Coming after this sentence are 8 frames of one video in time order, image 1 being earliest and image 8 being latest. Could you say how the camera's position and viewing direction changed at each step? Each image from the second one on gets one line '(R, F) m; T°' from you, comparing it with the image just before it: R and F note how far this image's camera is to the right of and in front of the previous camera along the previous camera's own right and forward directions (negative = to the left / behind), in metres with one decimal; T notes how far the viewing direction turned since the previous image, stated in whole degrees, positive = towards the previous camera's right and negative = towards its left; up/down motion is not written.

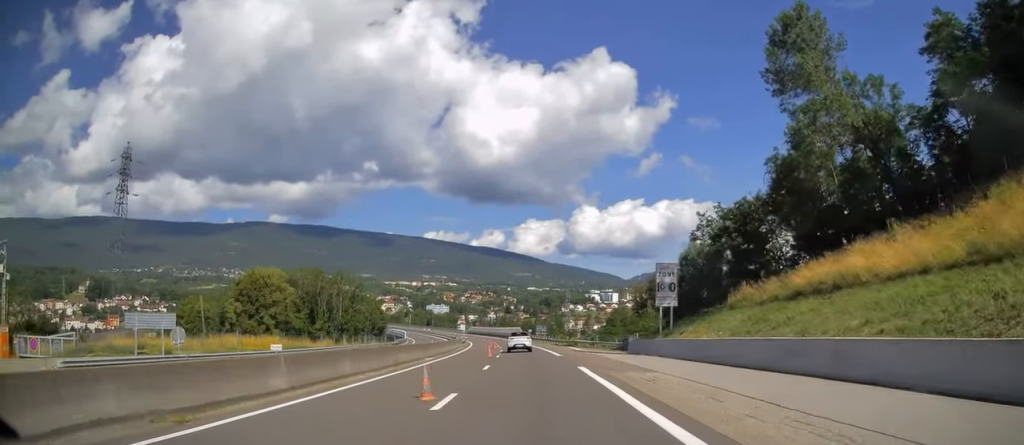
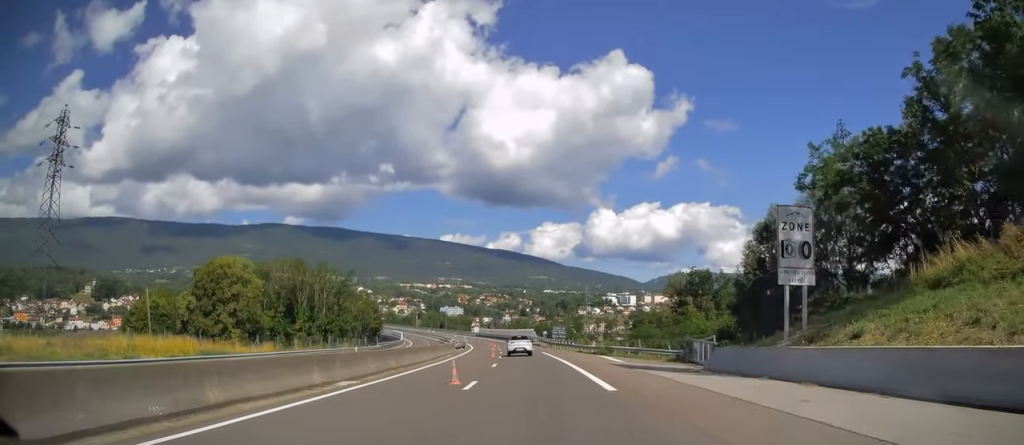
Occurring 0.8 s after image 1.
(-0.3, +20.5) m; -3°
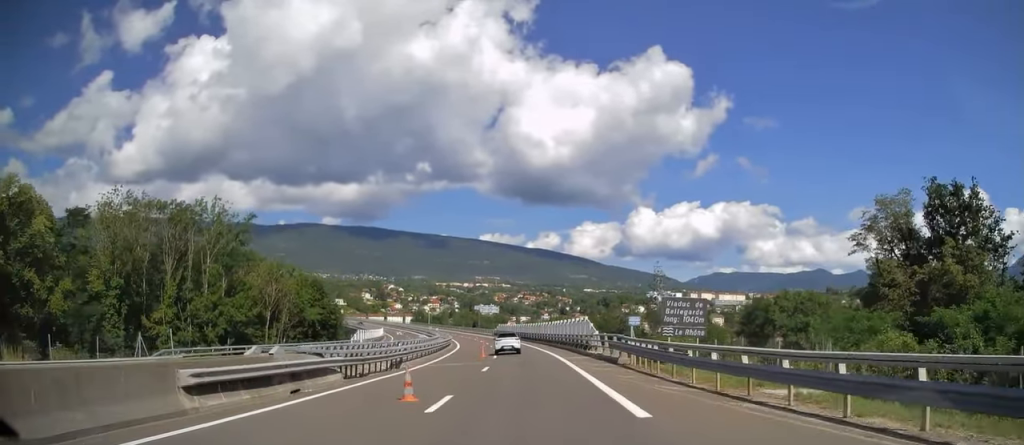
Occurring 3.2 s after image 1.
(-4.5, +56.3) m; -6°
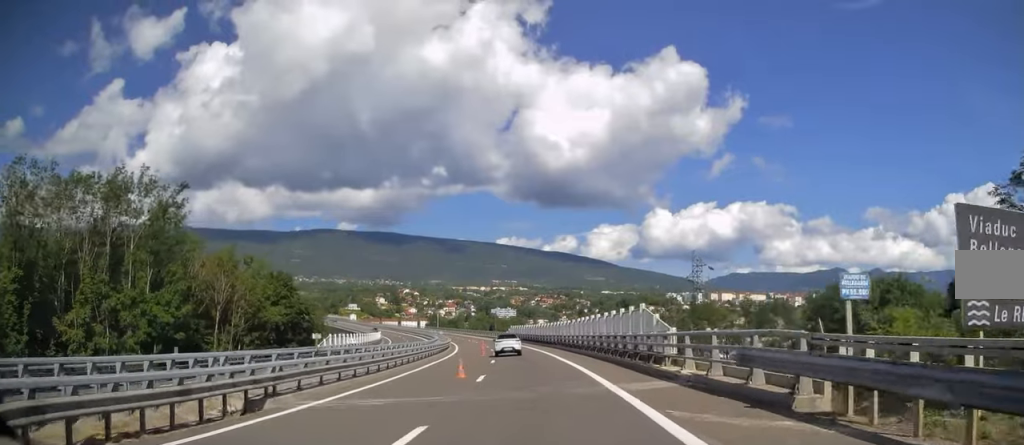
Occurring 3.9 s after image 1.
(0.0, +17.4) m; 0°
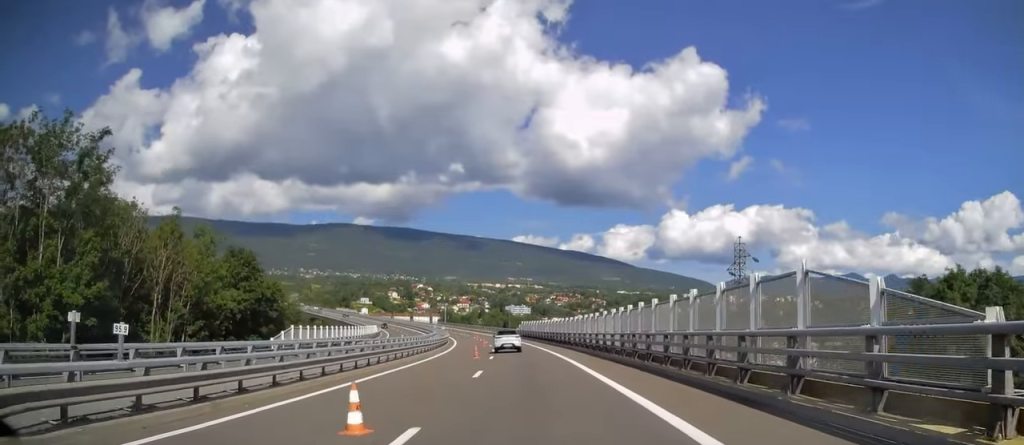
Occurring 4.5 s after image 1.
(0.0, +13.7) m; 0°
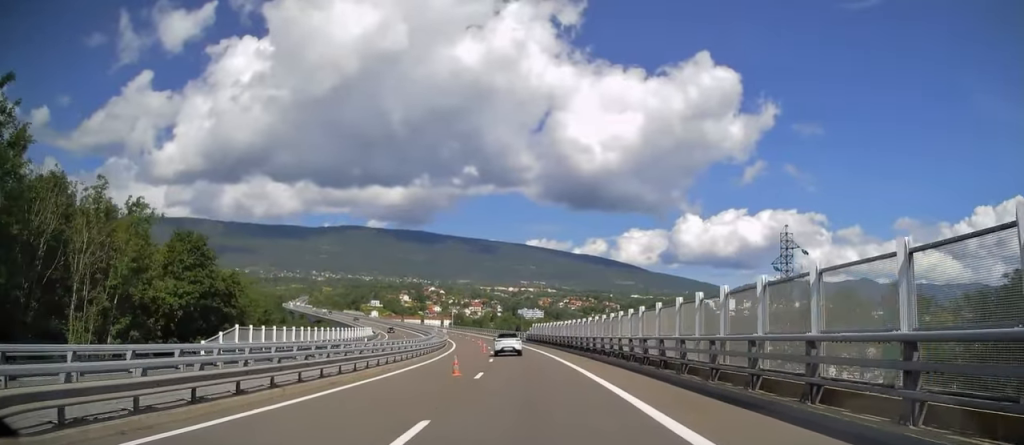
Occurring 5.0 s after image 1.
(0.0, +12.1) m; 0°
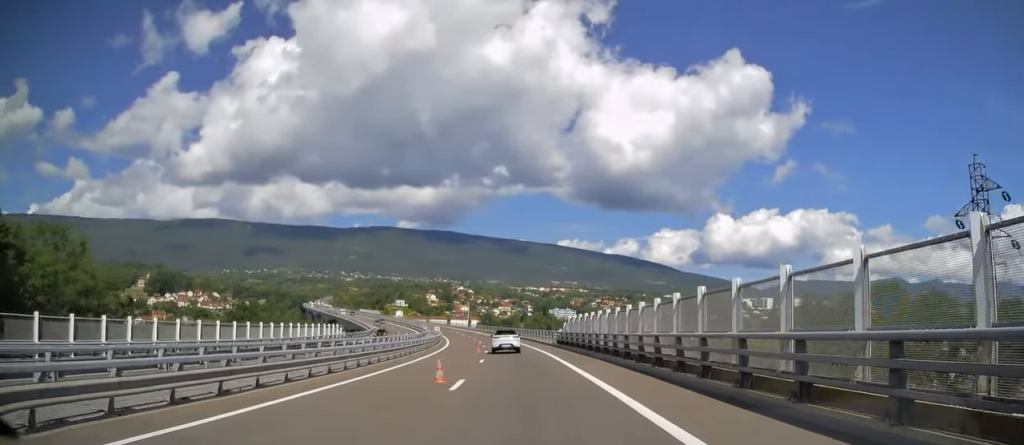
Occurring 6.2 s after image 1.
(0.0, +30.7) m; 0°
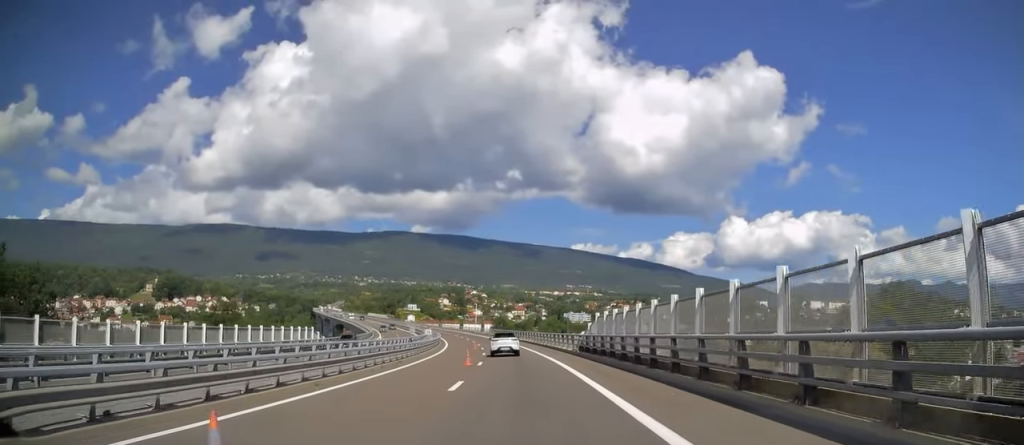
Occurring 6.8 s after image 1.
(0.0, +12.5) m; 0°
